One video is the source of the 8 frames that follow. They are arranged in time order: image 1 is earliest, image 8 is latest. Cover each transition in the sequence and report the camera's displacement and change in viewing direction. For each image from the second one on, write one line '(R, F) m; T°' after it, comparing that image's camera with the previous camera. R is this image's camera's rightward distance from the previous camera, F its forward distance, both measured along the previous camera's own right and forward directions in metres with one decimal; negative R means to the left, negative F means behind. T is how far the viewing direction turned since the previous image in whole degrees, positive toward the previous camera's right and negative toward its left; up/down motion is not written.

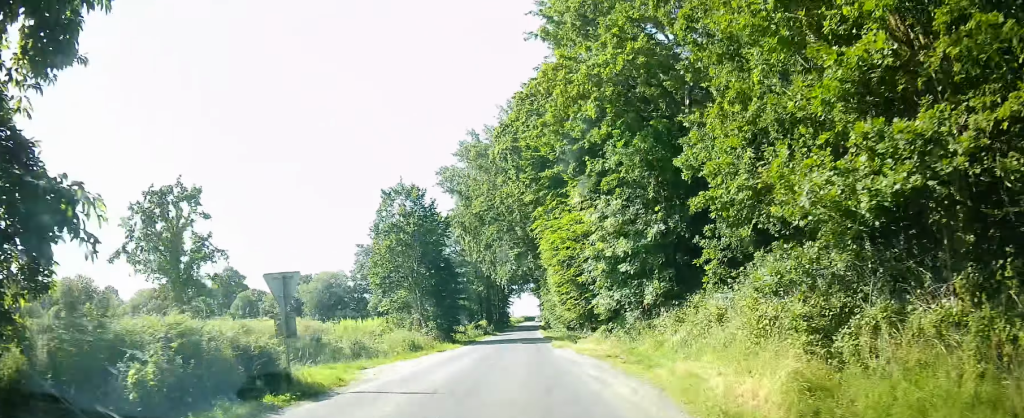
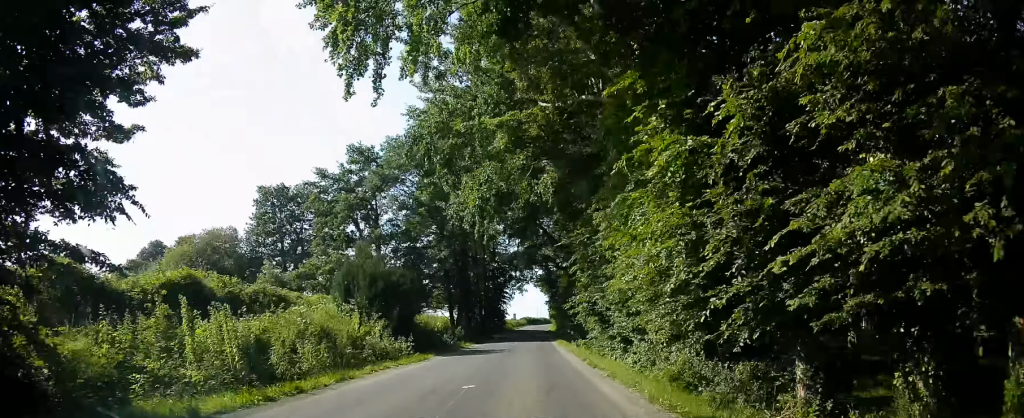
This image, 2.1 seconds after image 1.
(+0.9, +38.8) m; +2°
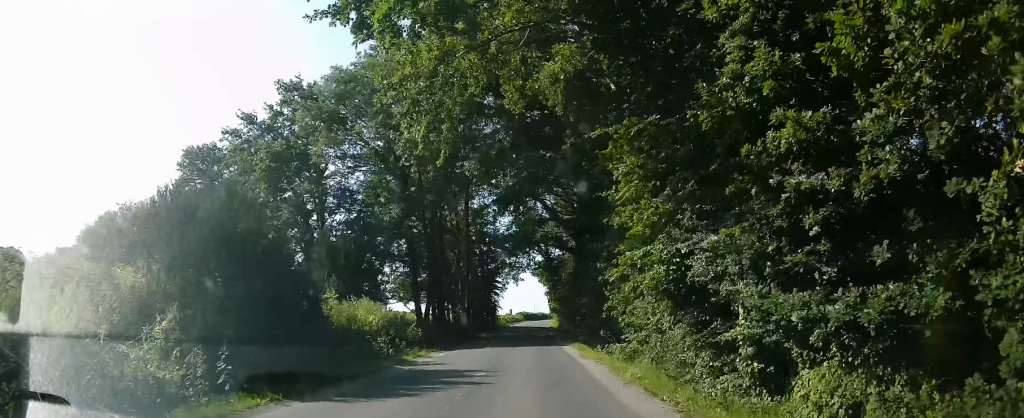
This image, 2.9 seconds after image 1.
(+0.4, +14.1) m; +2°
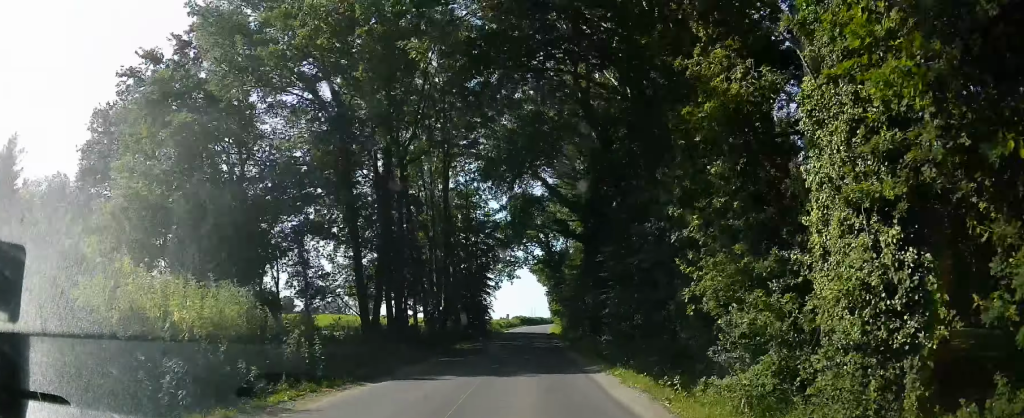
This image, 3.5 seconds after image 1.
(+0.2, +11.6) m; +1°
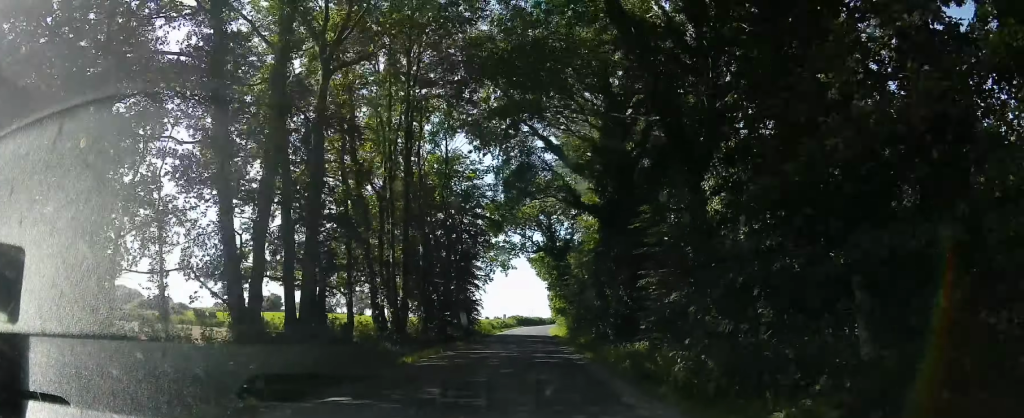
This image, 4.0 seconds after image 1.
(+0.1, +11.0) m; -2°
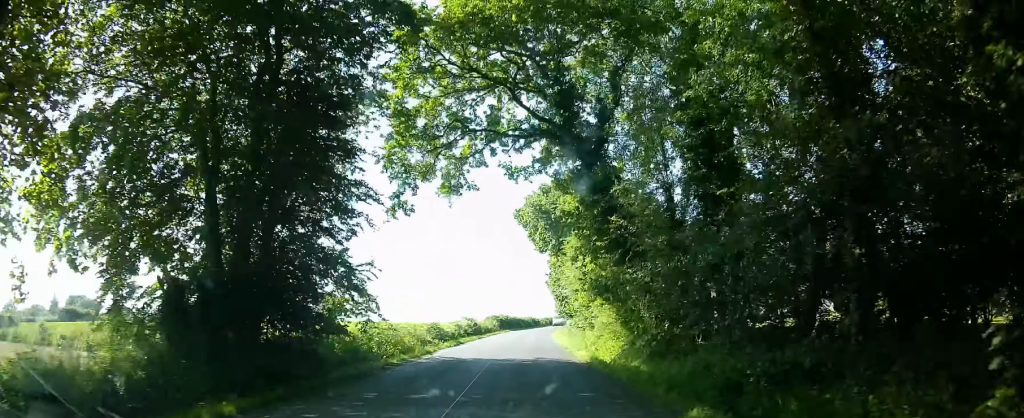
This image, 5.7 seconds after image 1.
(+0.8, +31.5) m; +9°
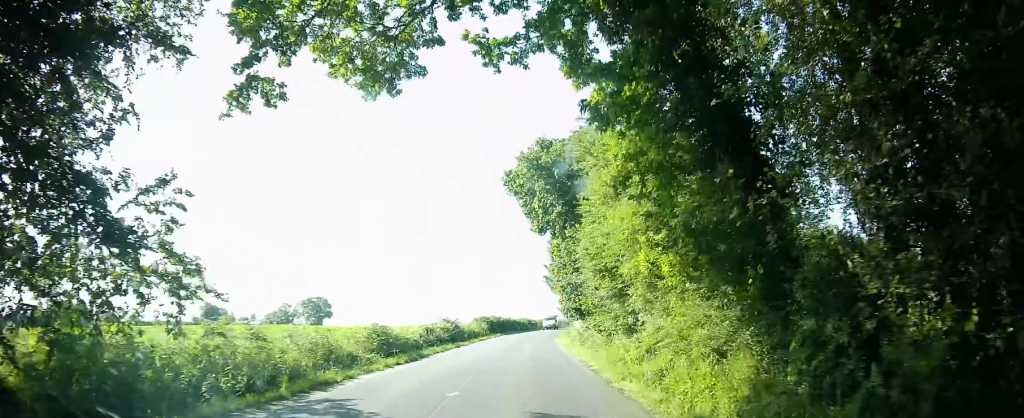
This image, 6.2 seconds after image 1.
(+1.0, +10.3) m; +5°
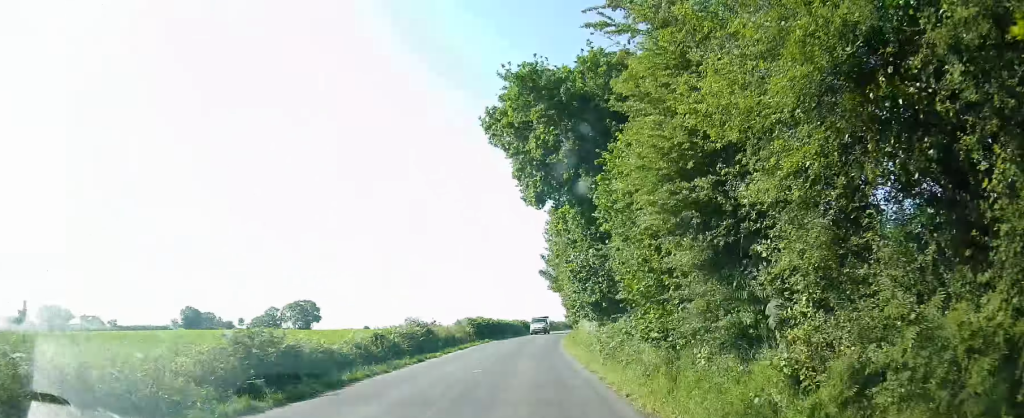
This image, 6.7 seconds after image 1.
(+0.2, +9.2) m; +1°
